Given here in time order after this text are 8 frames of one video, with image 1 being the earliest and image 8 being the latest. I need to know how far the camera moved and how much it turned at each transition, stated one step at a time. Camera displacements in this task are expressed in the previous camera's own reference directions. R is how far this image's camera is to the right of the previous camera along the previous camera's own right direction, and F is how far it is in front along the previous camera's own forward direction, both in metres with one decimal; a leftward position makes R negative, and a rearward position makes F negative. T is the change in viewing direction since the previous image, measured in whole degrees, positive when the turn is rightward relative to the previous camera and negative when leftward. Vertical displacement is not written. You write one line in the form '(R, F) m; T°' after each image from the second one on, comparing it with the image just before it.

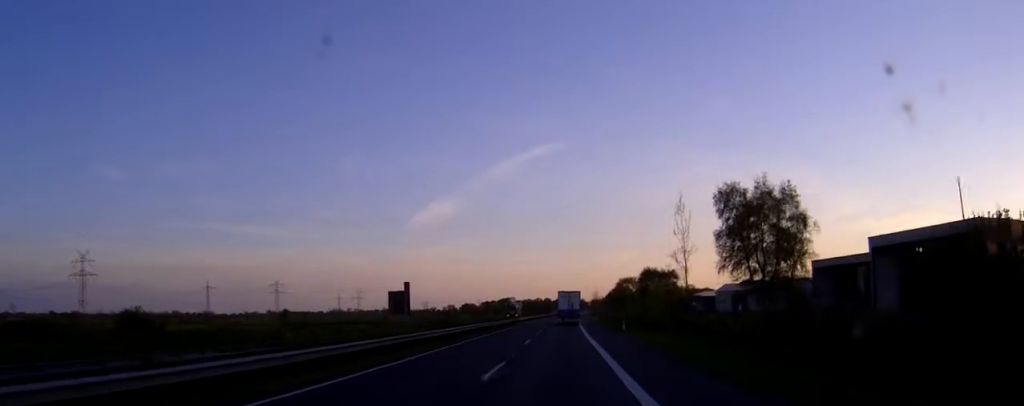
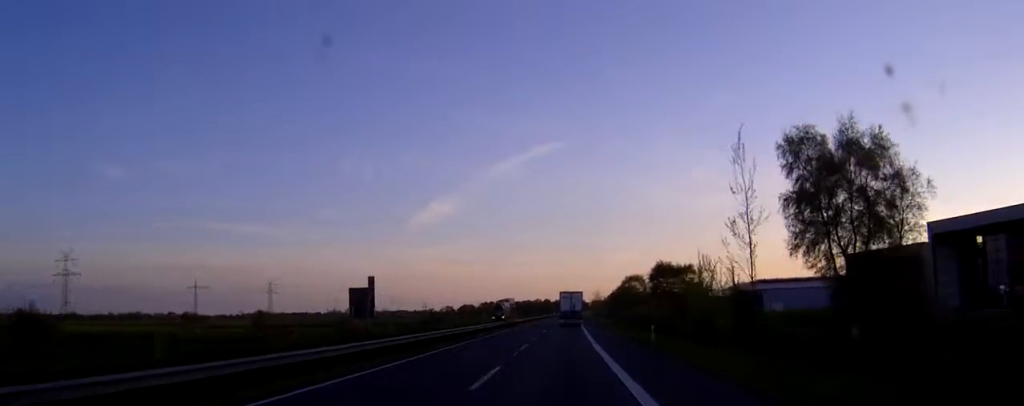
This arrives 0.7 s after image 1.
(0.0, +19.6) m; 0°
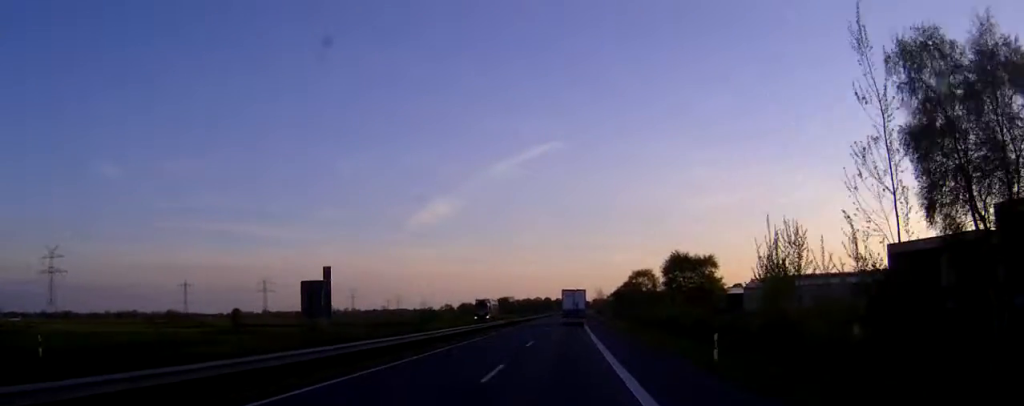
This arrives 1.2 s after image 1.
(+0.1, +16.6) m; 0°
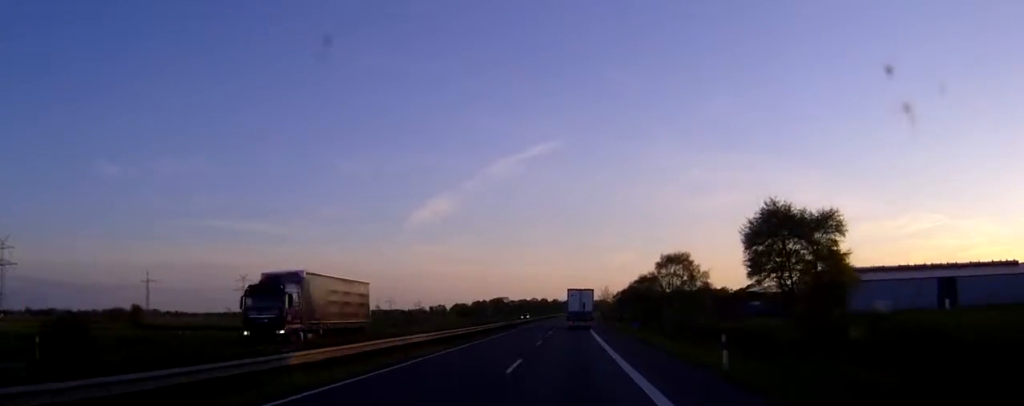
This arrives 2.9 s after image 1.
(0.0, +50.3) m; 0°
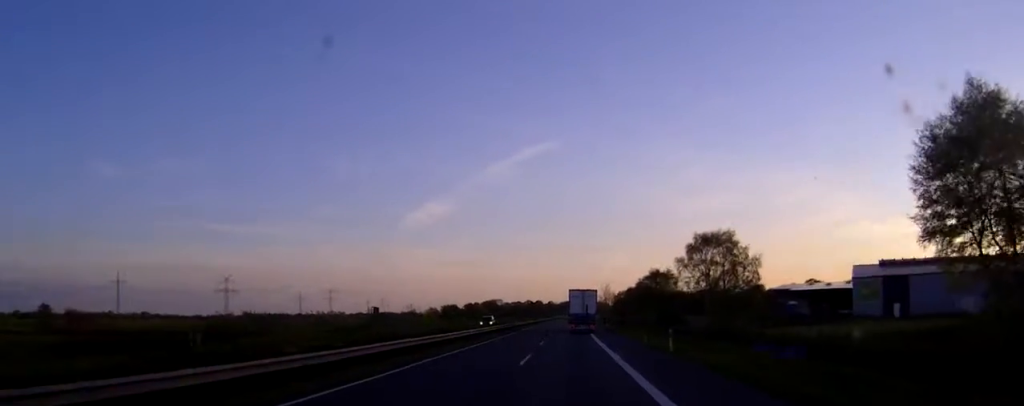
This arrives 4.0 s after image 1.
(+0.1, +31.6) m; 0°
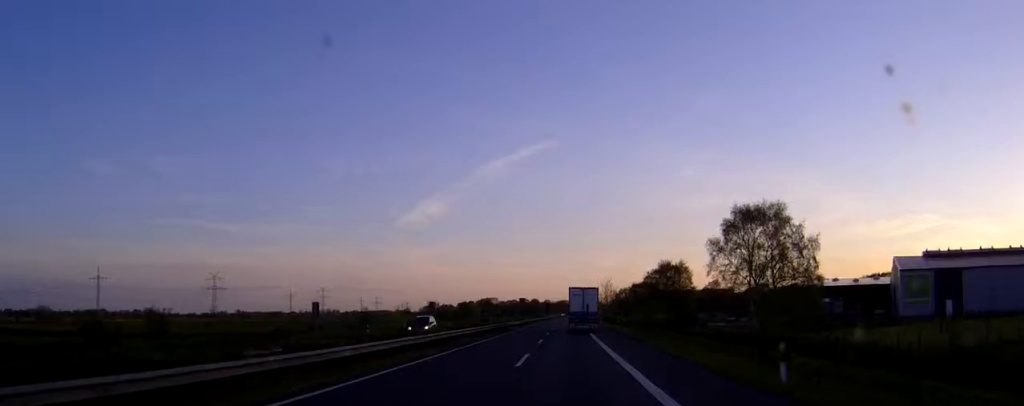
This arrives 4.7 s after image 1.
(0.0, +19.7) m; 0°
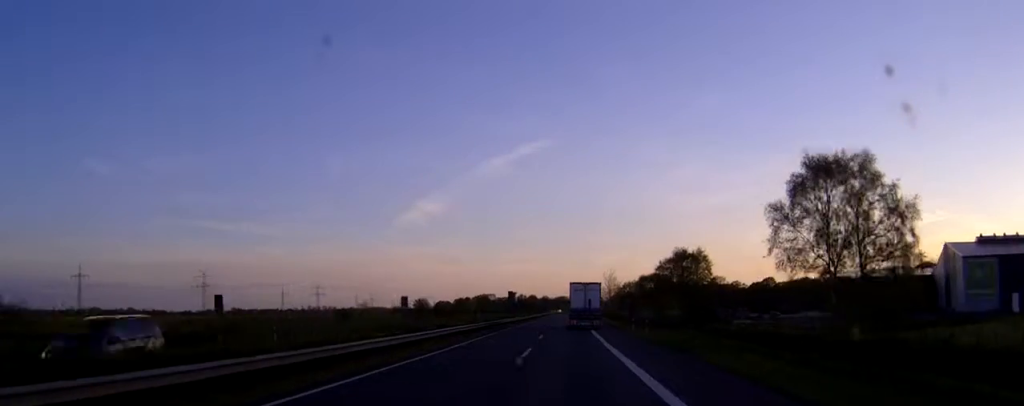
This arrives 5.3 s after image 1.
(0.0, +18.6) m; 0°
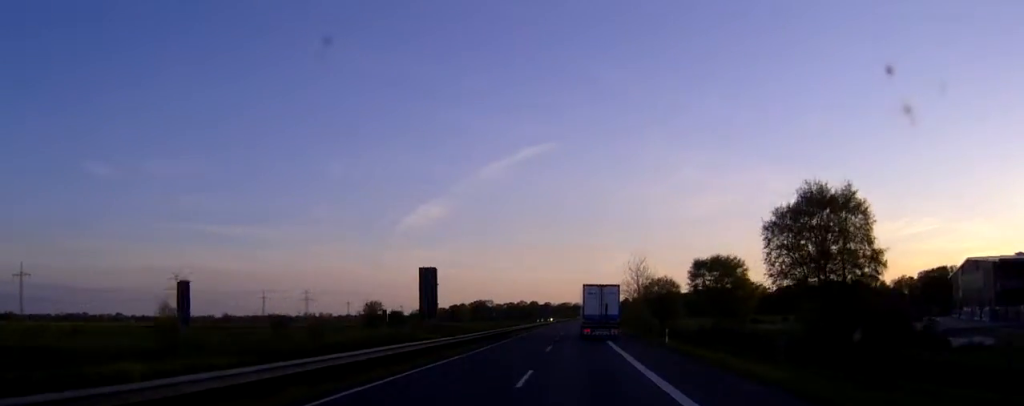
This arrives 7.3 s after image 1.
(0.0, +59.2) m; 0°
